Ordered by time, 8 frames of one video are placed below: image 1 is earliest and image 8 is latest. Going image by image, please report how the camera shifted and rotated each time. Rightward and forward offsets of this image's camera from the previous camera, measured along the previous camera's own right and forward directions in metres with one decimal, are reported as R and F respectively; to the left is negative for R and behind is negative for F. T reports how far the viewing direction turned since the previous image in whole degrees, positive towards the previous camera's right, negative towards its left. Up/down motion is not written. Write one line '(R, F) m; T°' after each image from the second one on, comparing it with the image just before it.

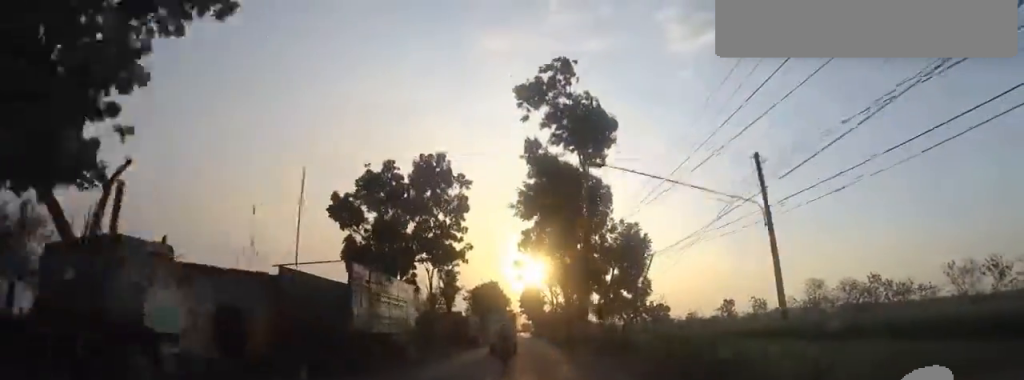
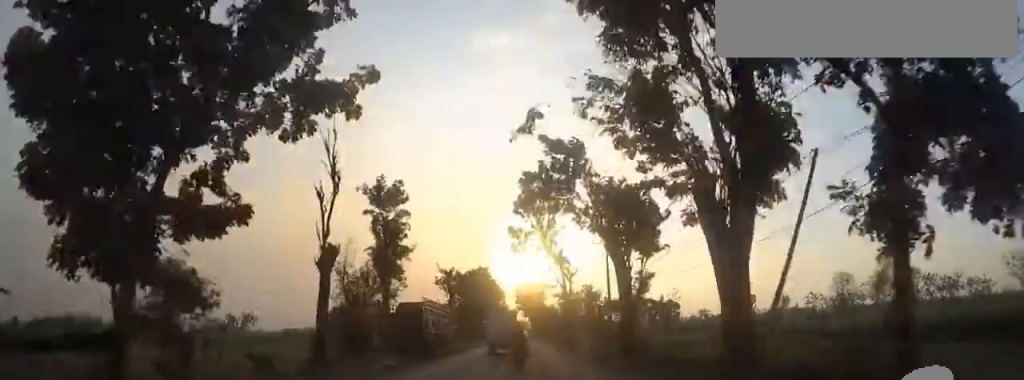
(-0.9, +18.6) m; -1°
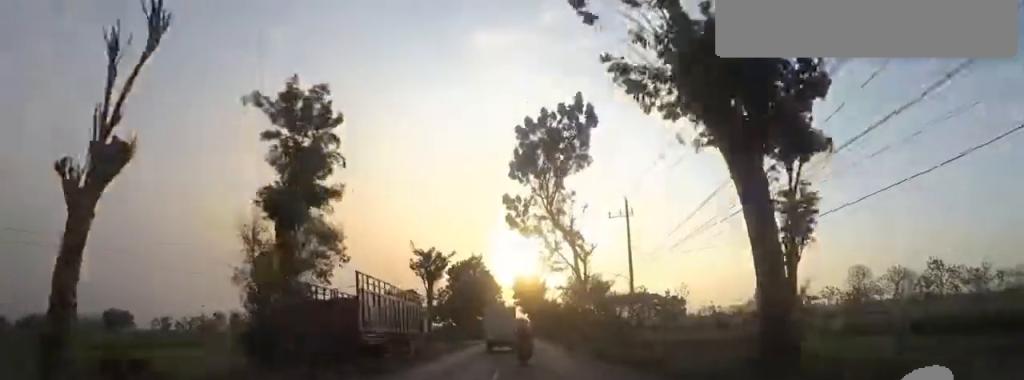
(-0.1, +9.5) m; +1°
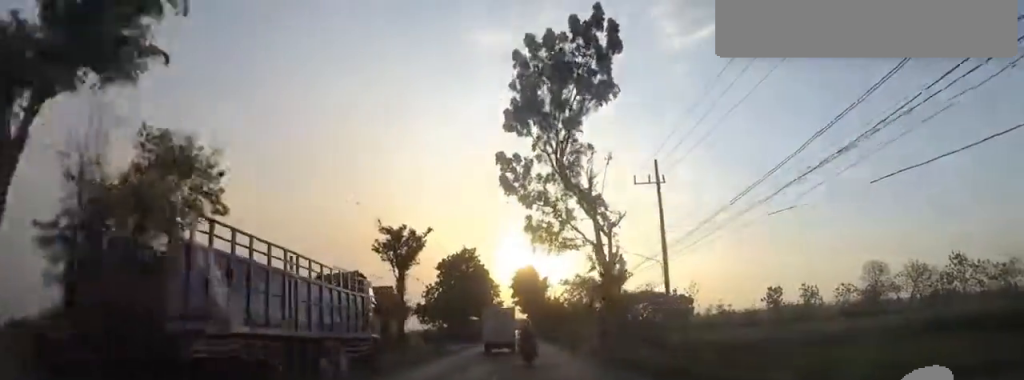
(+0.4, +8.4) m; +2°
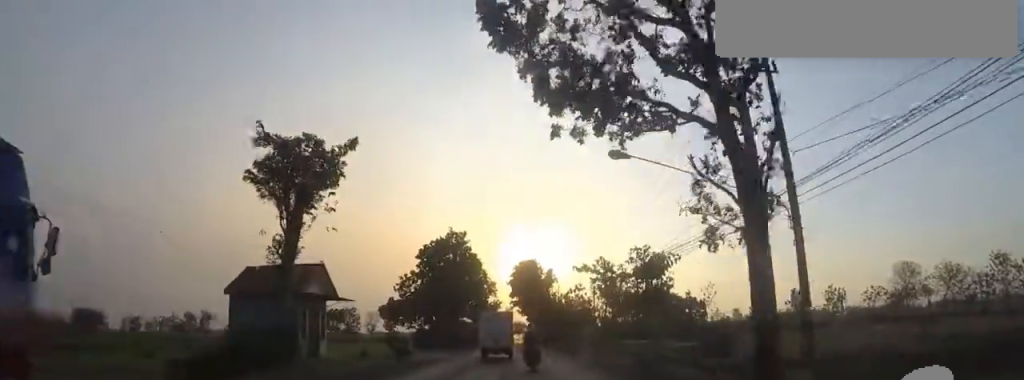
(+0.3, +13.4) m; +1°
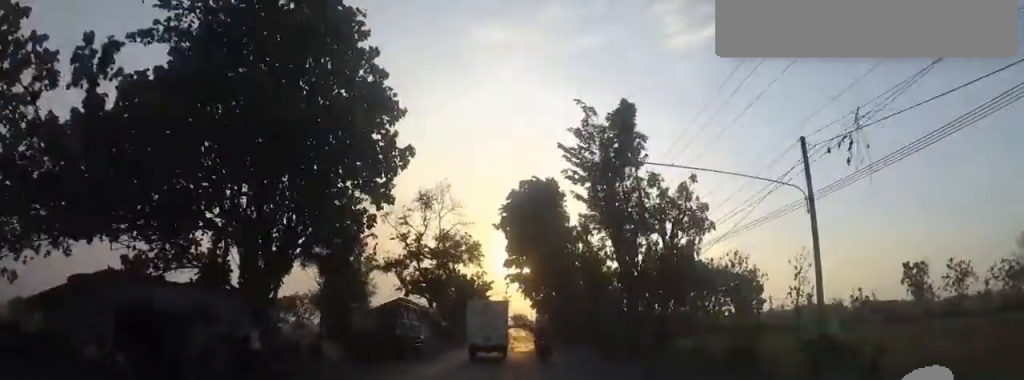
(0.0, +41.9) m; 0°
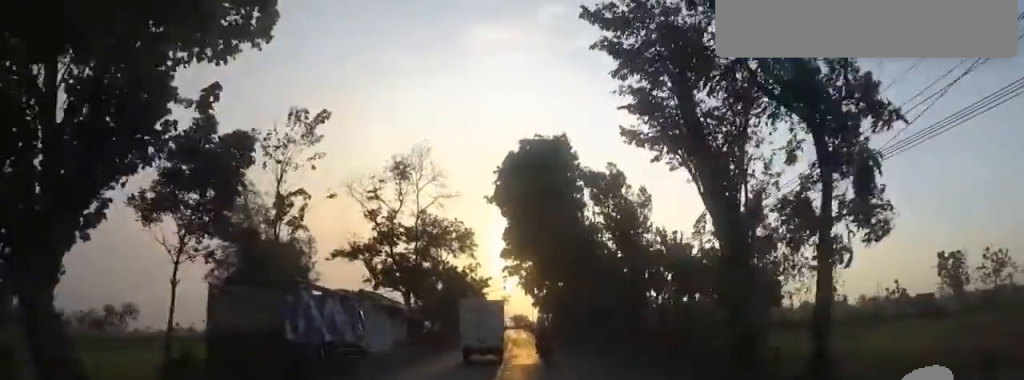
(0.0, +9.1) m; 0°
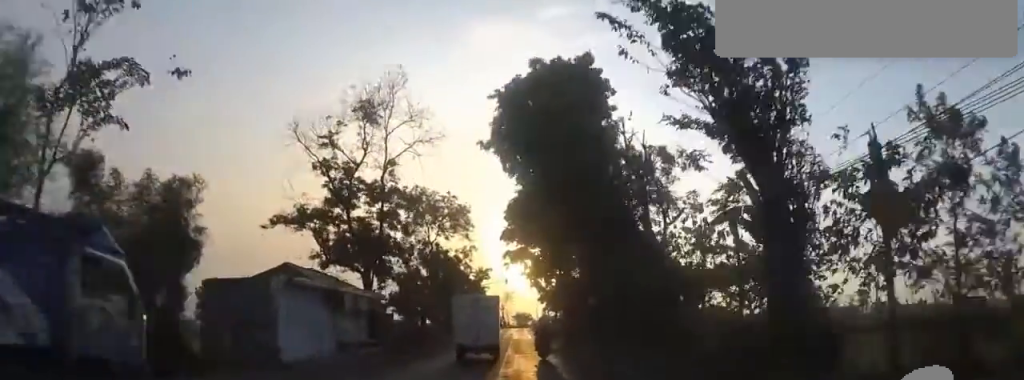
(0.0, +9.6) m; 0°
